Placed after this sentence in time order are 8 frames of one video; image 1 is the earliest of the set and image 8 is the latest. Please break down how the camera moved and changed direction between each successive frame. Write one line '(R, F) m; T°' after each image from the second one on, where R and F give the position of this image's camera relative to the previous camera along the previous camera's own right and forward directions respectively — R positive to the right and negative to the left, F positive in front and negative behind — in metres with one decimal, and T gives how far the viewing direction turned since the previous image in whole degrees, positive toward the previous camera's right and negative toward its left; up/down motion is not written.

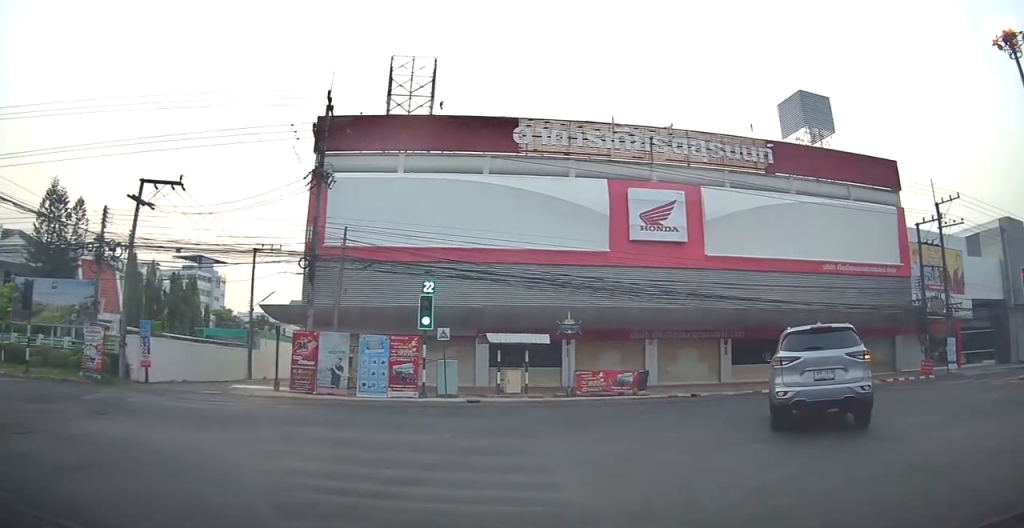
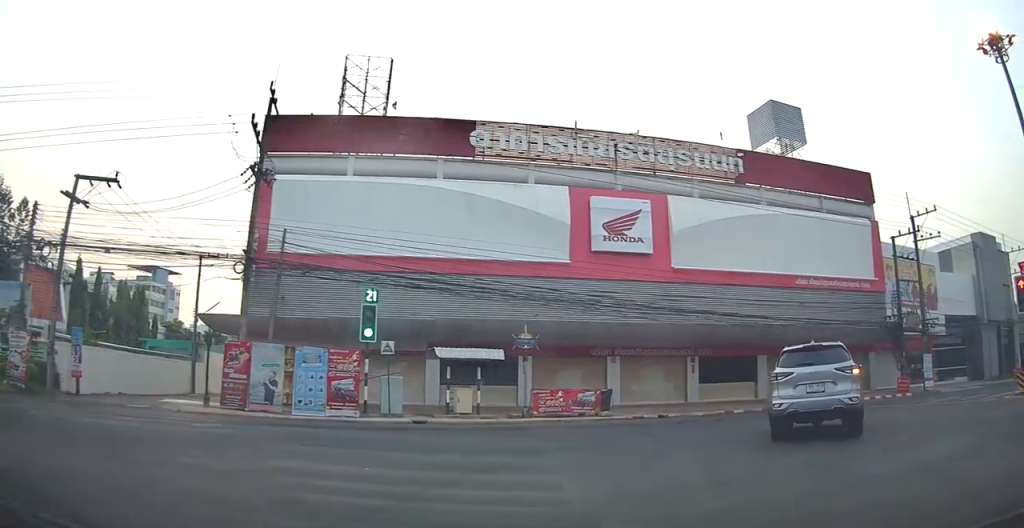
(+0.2, +1.9) m; +6°
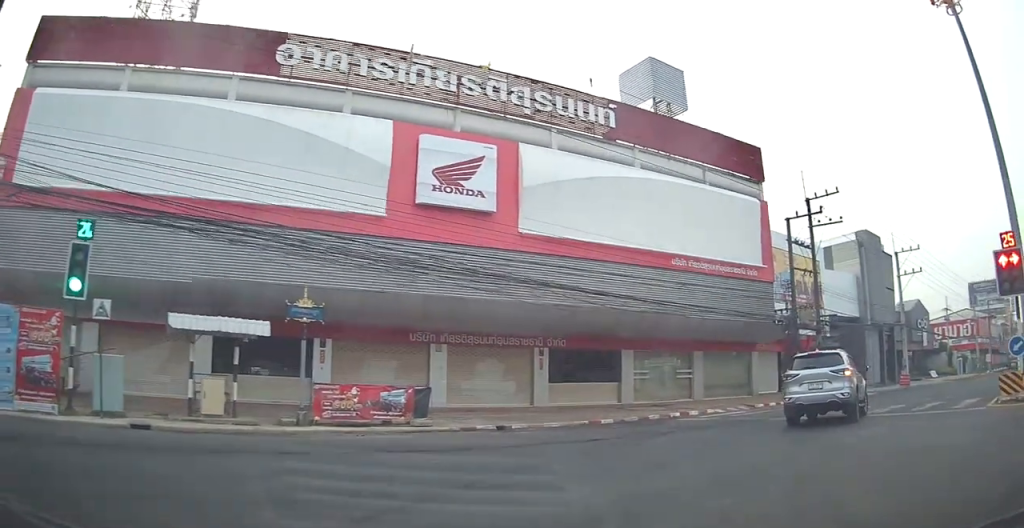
(+1.1, +6.8) m; +17°
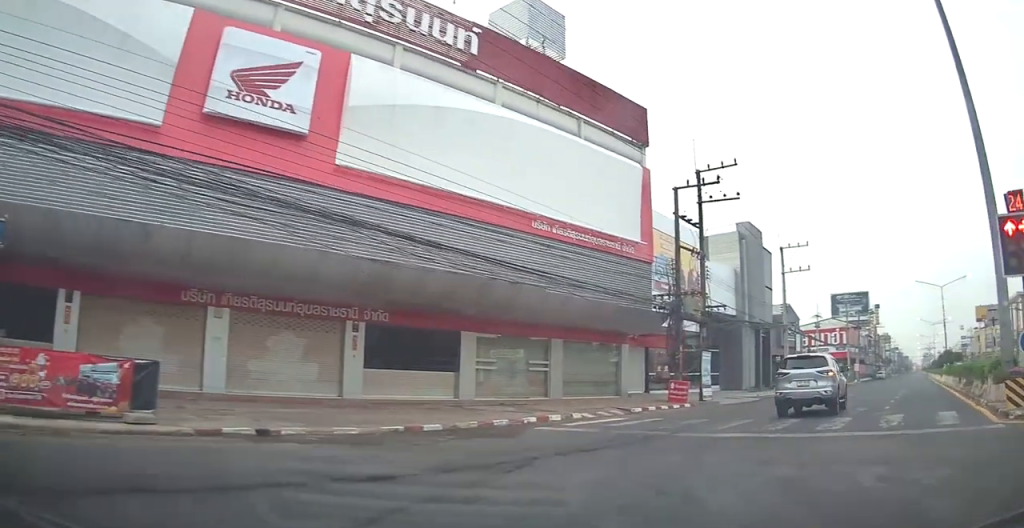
(+0.4, +5.8) m; +8°
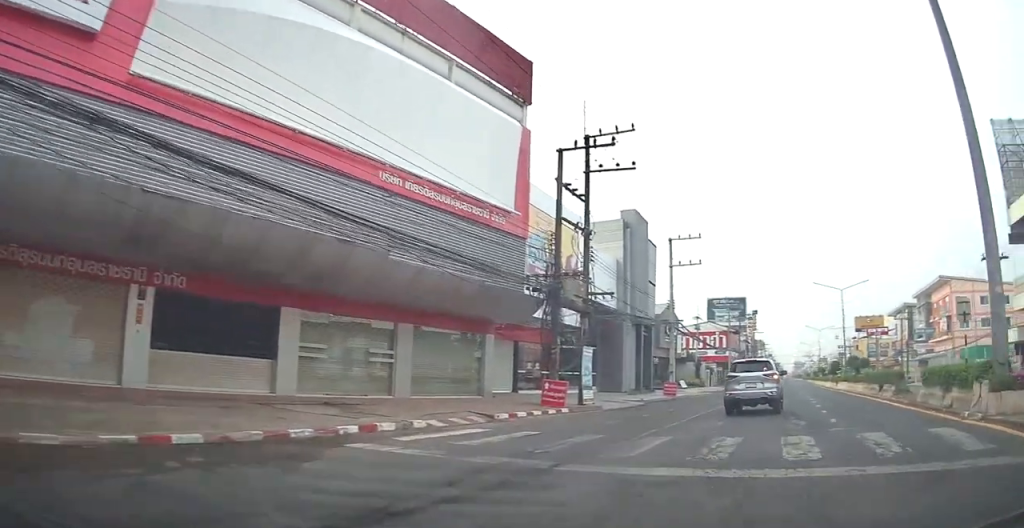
(+0.1, +4.5) m; +10°
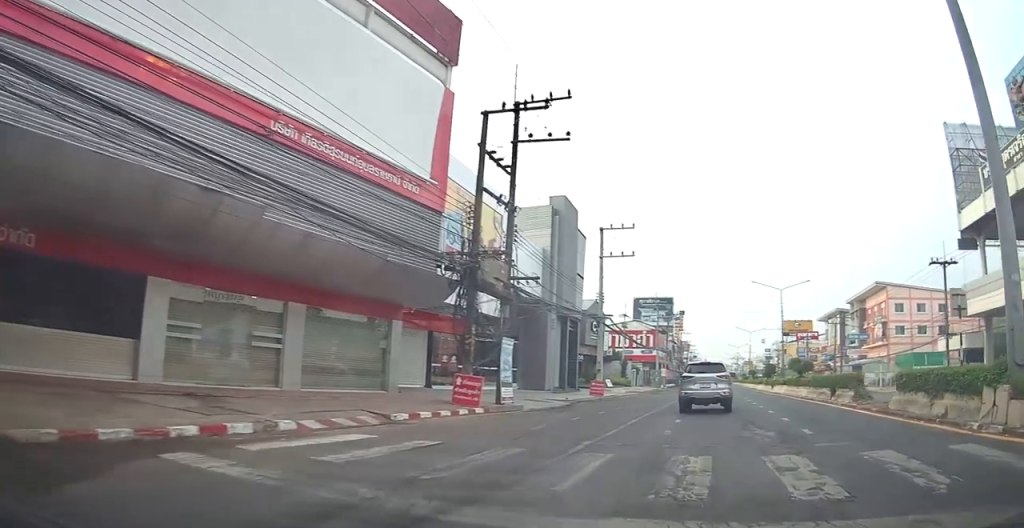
(+0.4, +2.8) m; +7°
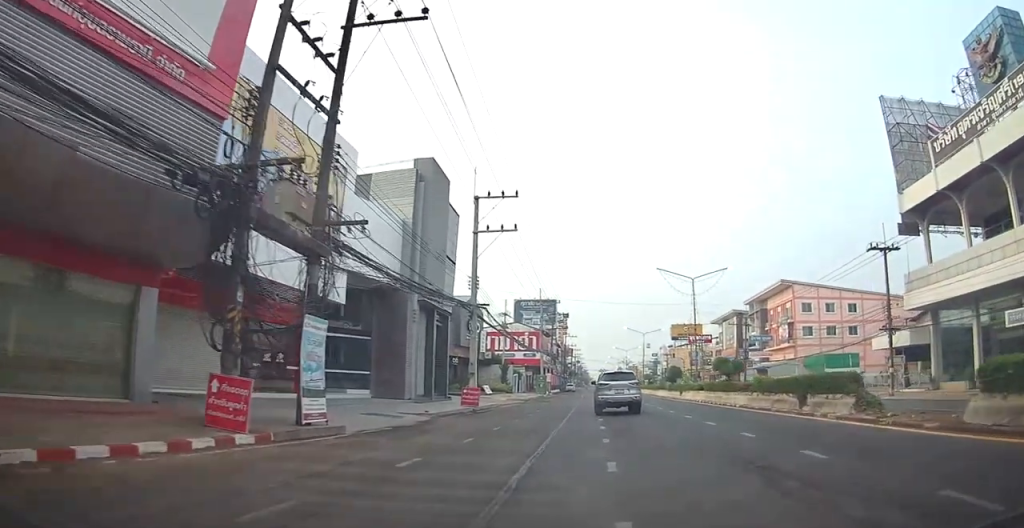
(+0.9, +8.2) m; +15°
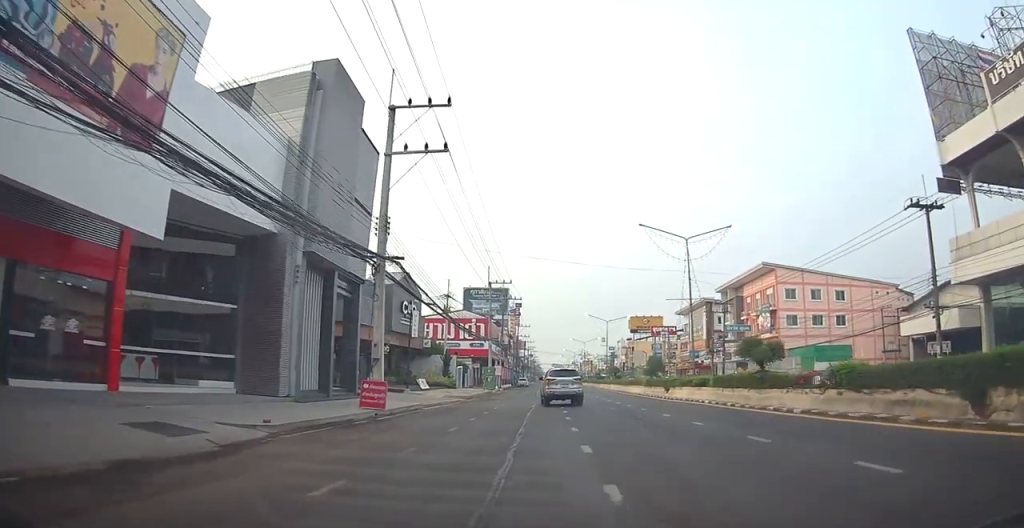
(+0.8, +10.2) m; +1°
